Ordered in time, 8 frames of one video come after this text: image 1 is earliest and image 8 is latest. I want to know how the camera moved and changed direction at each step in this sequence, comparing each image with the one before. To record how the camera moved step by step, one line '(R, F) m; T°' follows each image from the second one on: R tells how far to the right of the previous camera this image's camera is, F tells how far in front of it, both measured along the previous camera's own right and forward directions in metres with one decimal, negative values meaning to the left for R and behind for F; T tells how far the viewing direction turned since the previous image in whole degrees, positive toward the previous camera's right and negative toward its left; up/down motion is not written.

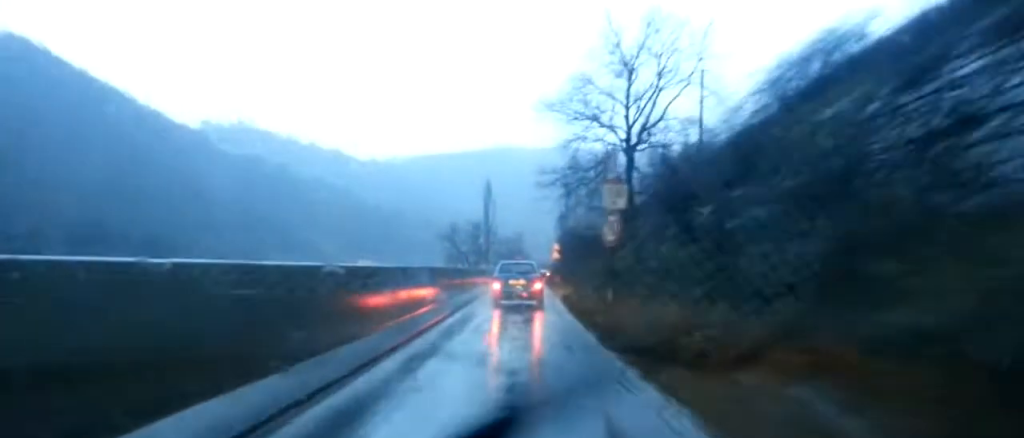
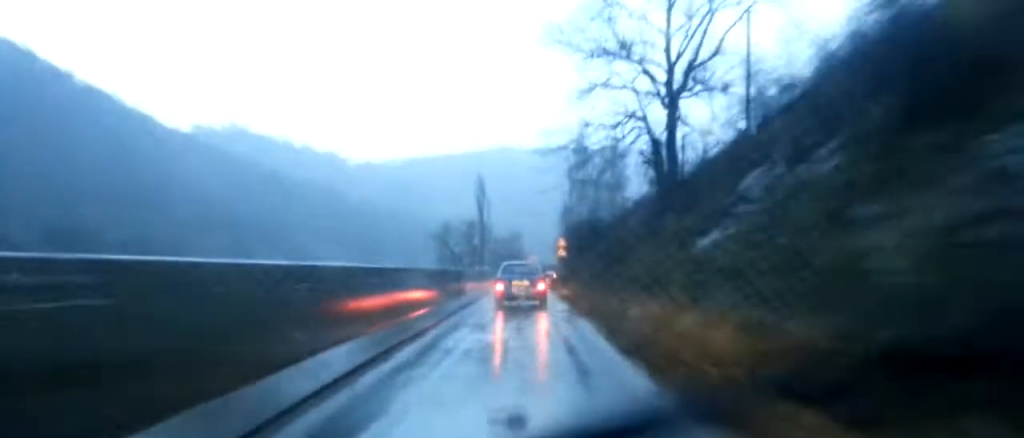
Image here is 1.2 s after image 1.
(+0.5, +14.2) m; +1°
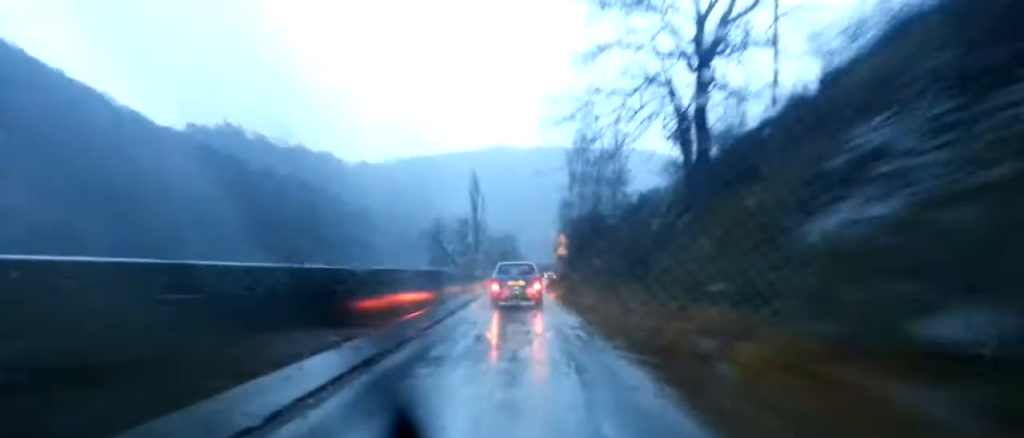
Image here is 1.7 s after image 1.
(-0.1, +6.3) m; -1°
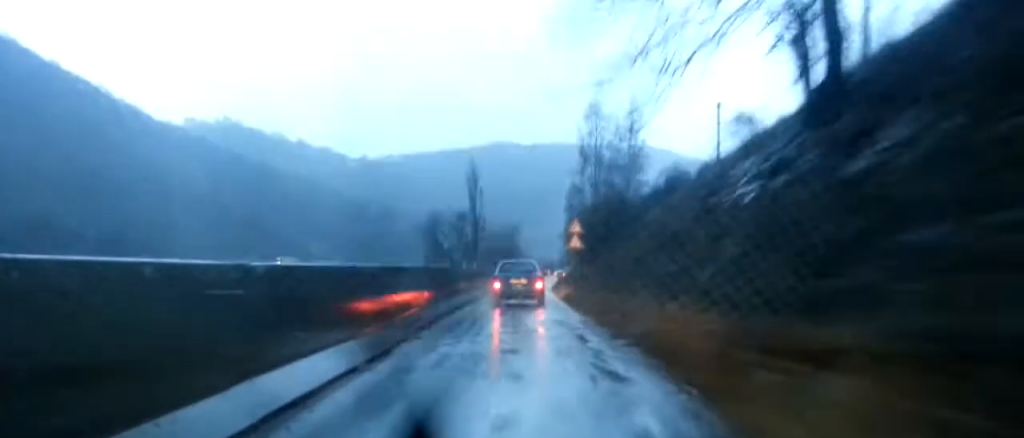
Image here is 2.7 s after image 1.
(-0.1, +11.0) m; 0°
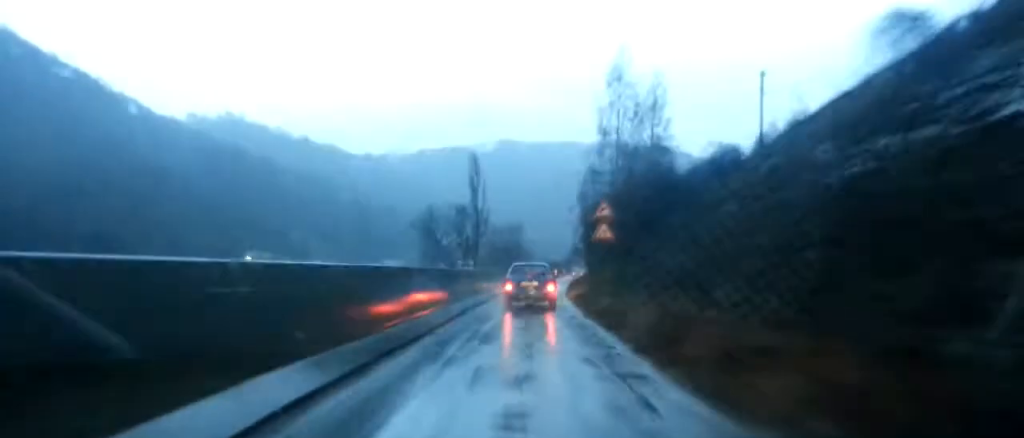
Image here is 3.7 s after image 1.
(0.0, +11.8) m; -1°
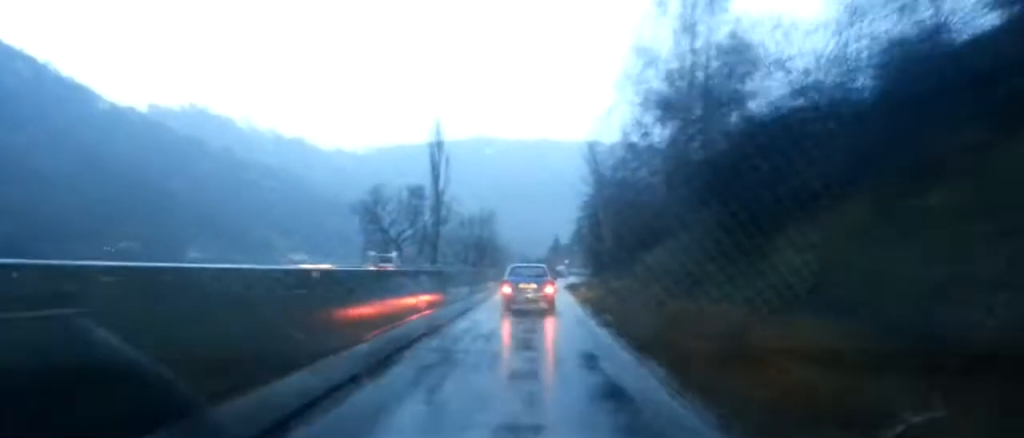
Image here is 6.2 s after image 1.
(-0.8, +30.0) m; -1°
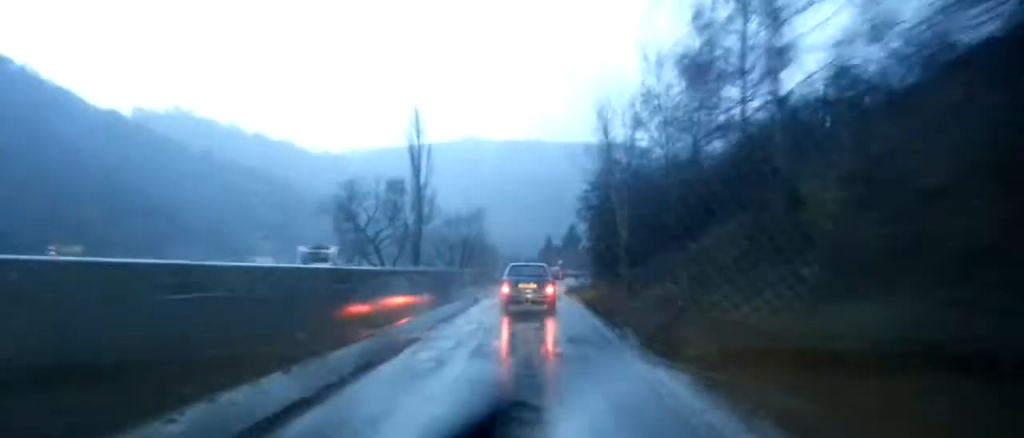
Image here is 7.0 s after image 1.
(0.0, +9.7) m; +2°
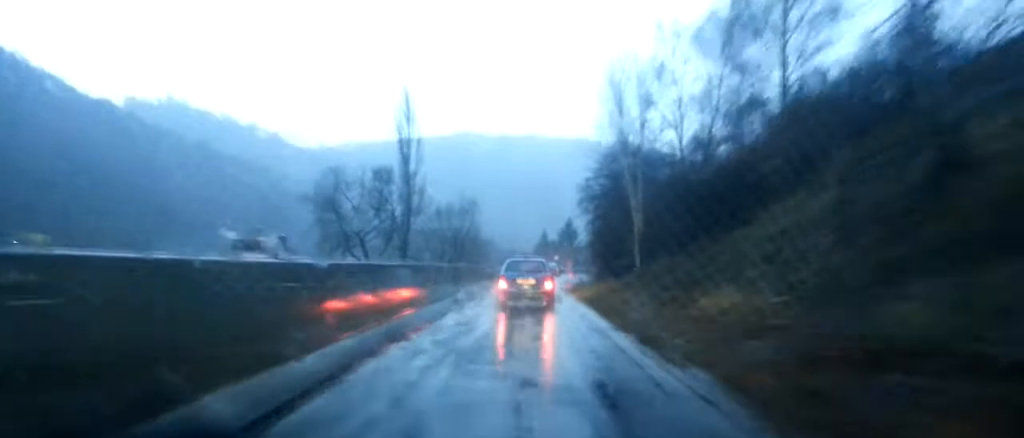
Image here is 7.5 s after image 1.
(+0.3, +5.7) m; +1°
